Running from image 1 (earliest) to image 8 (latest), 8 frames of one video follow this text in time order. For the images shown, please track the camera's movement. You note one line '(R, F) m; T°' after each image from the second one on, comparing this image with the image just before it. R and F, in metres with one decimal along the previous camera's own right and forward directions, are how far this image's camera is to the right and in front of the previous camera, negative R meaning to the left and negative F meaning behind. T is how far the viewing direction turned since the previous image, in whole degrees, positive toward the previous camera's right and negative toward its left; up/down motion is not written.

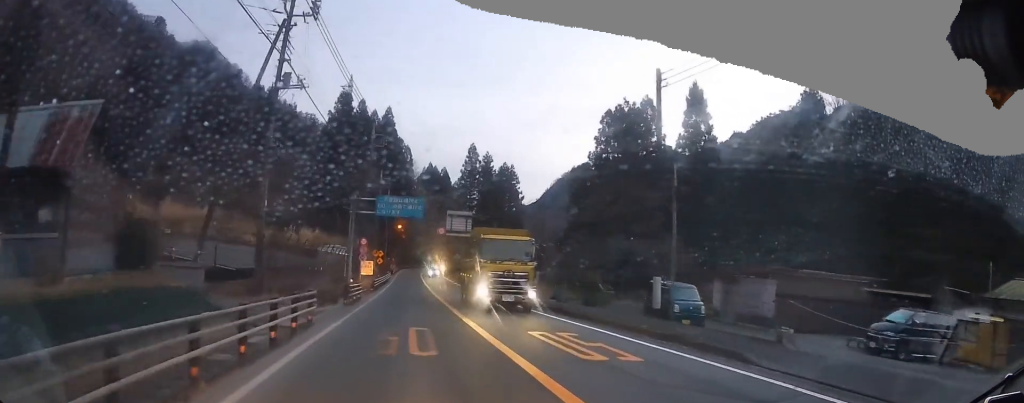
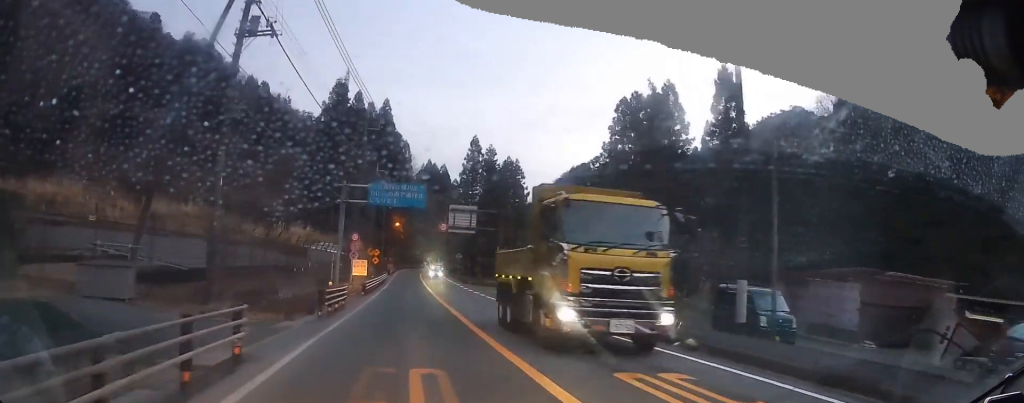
(-0.2, +6.2) m; +2°
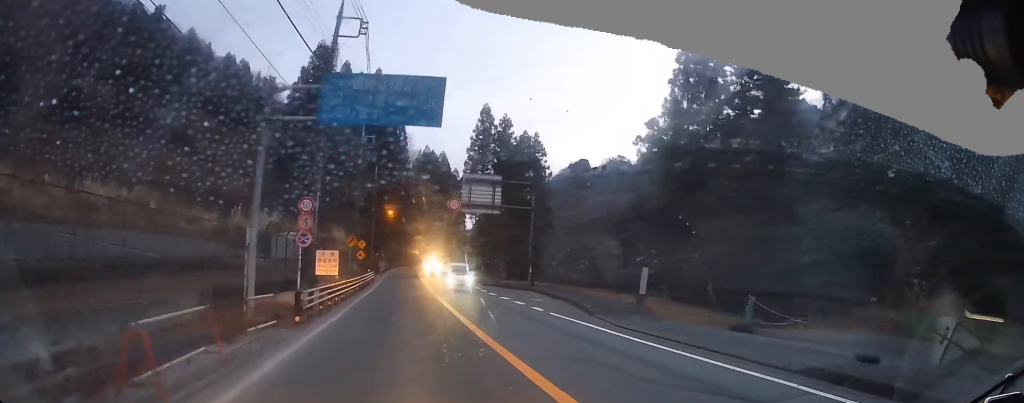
(+0.9, +17.5) m; -6°
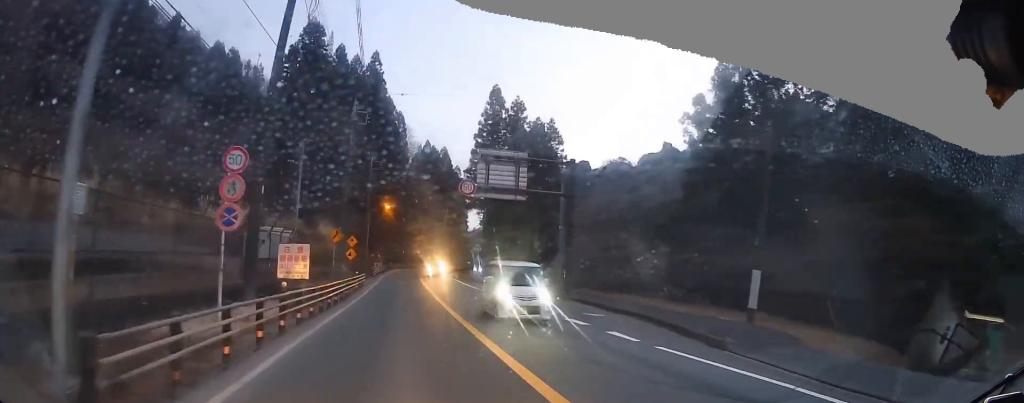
(-1.5, +9.0) m; -4°
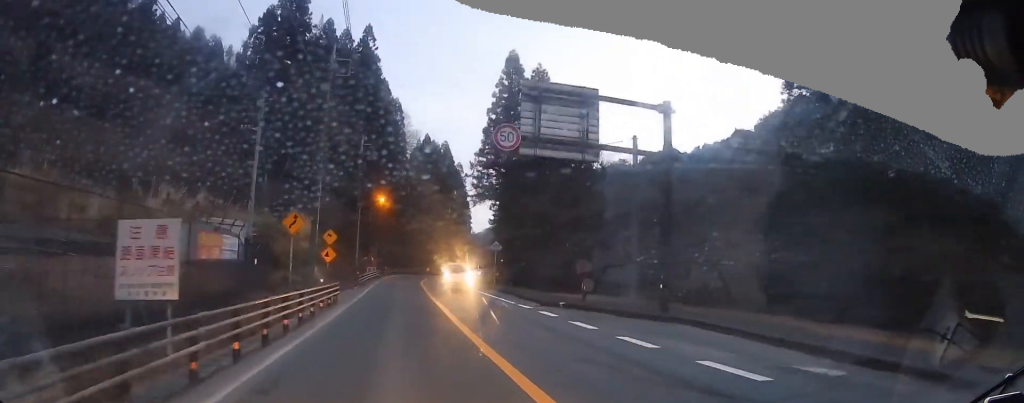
(-0.5, +12.3) m; -1°
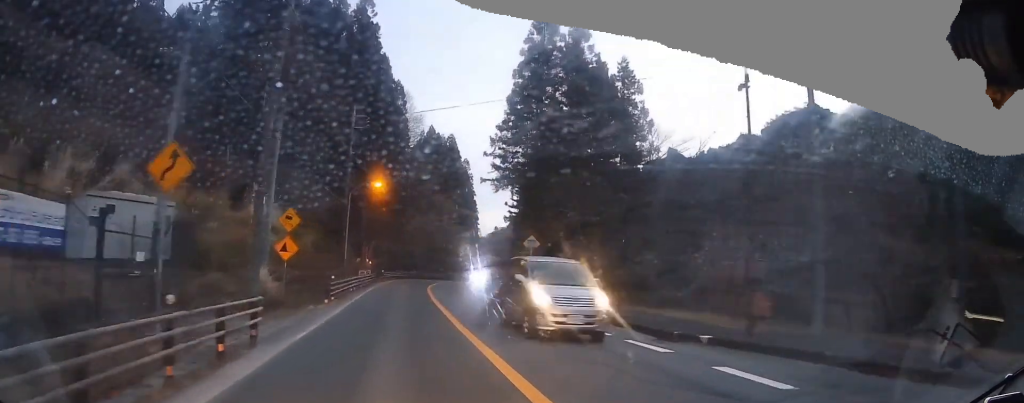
(+0.4, +11.5) m; 0°
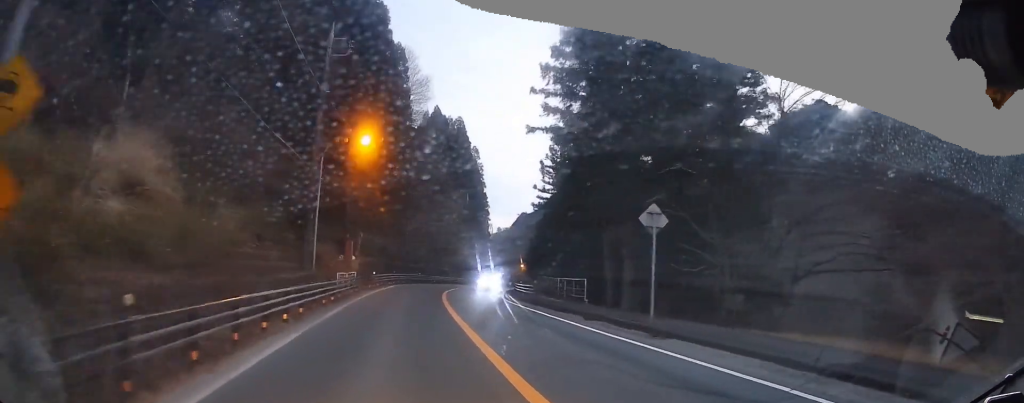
(-0.7, +16.4) m; -11°
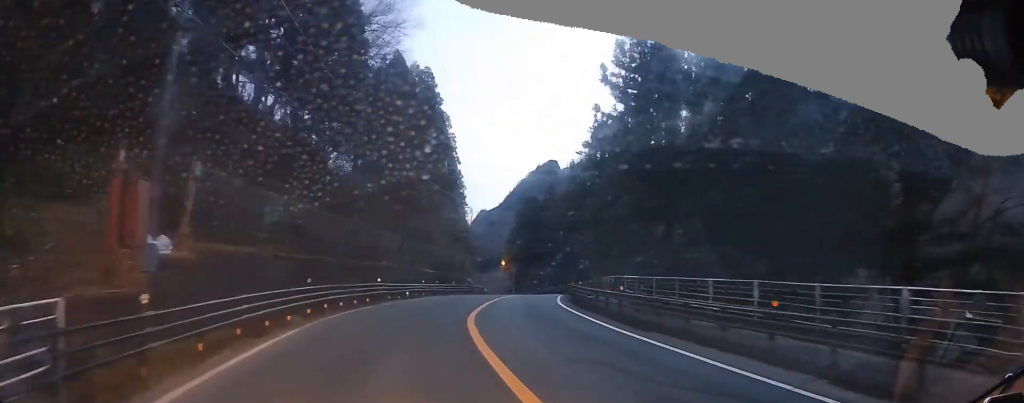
(-4.7, +31.7) m; -8°
